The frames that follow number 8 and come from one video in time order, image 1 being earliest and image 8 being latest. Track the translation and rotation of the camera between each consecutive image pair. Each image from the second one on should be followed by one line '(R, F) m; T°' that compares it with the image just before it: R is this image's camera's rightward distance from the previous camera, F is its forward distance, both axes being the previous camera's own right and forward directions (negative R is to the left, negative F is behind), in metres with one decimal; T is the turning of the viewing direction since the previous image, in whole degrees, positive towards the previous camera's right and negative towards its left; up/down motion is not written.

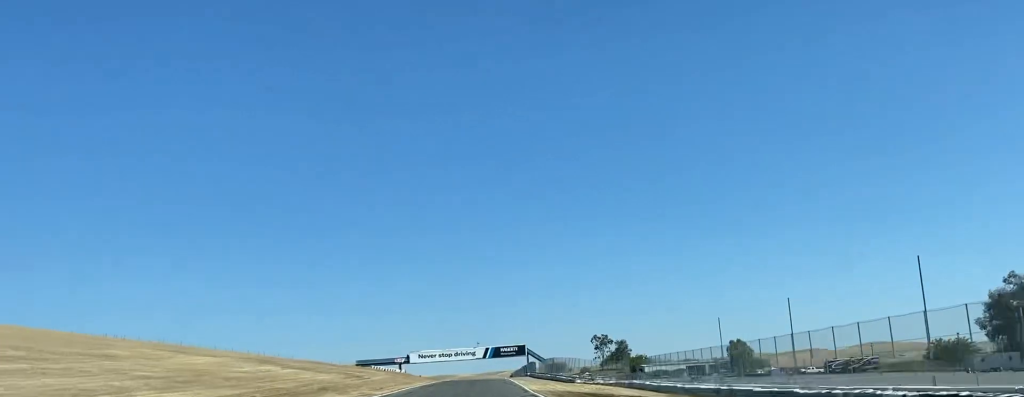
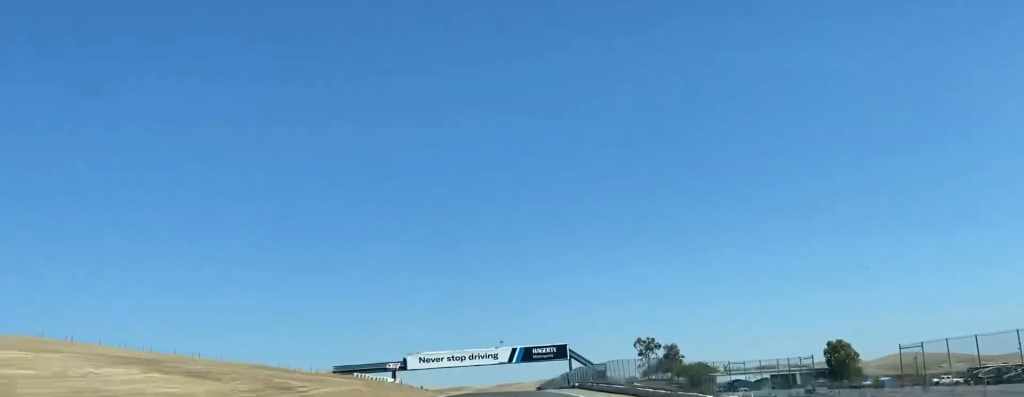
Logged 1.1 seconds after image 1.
(+0.2, +55.5) m; +1°
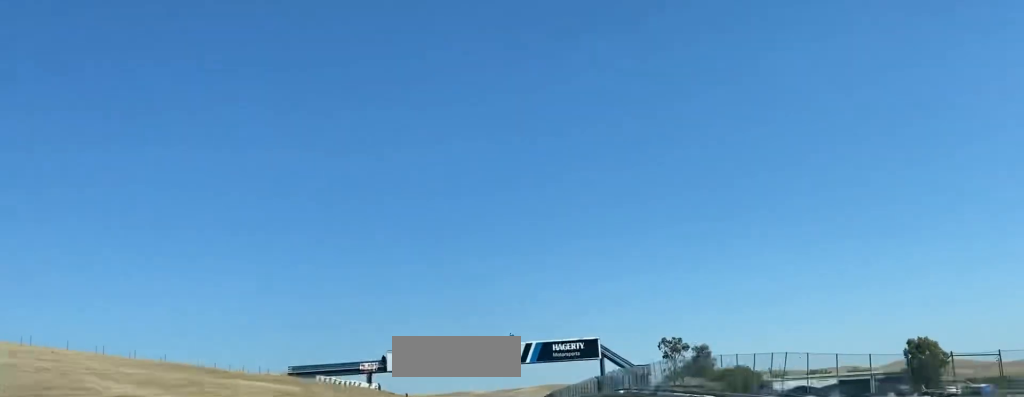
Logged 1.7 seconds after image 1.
(+0.1, +31.9) m; +1°
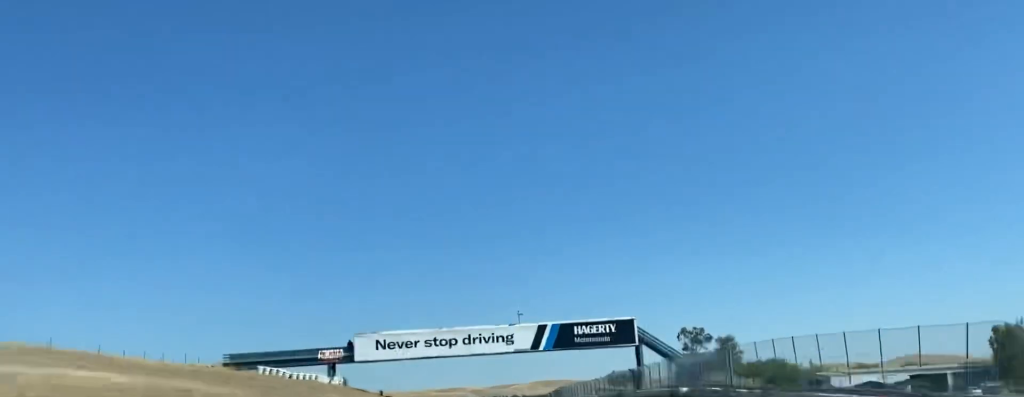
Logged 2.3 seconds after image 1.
(+0.3, +26.4) m; +1°
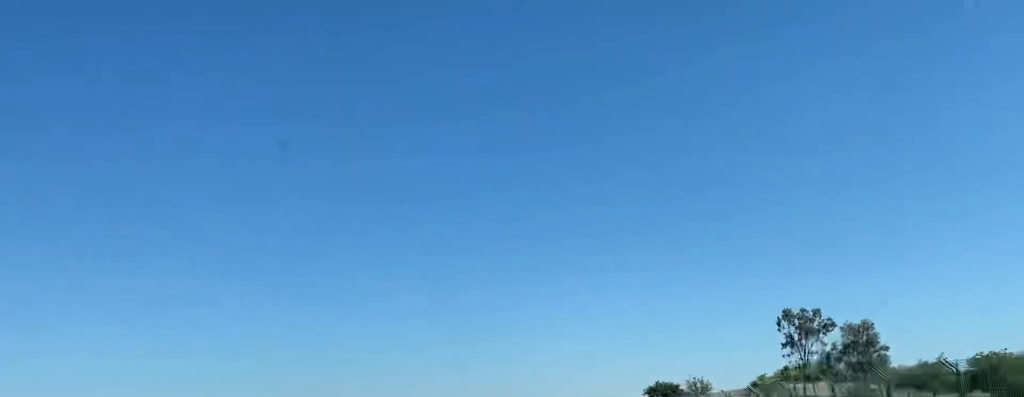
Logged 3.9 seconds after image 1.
(+0.9, +74.1) m; 0°
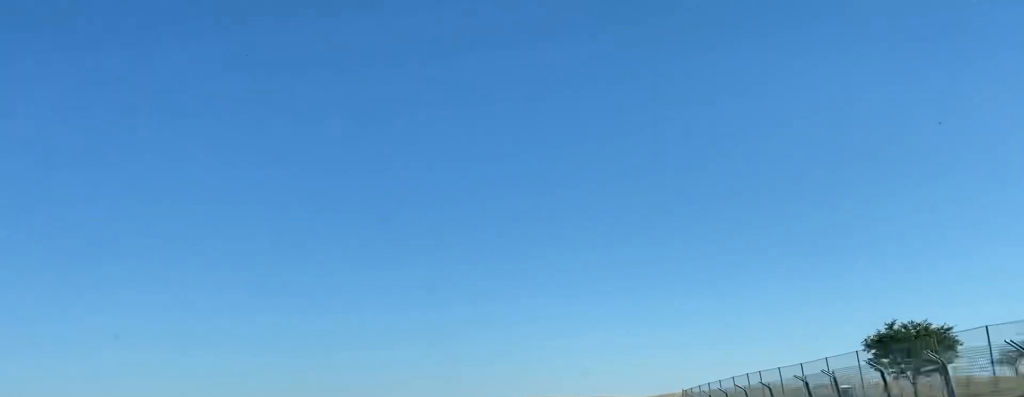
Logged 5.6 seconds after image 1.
(-1.1, +62.7) m; -1°
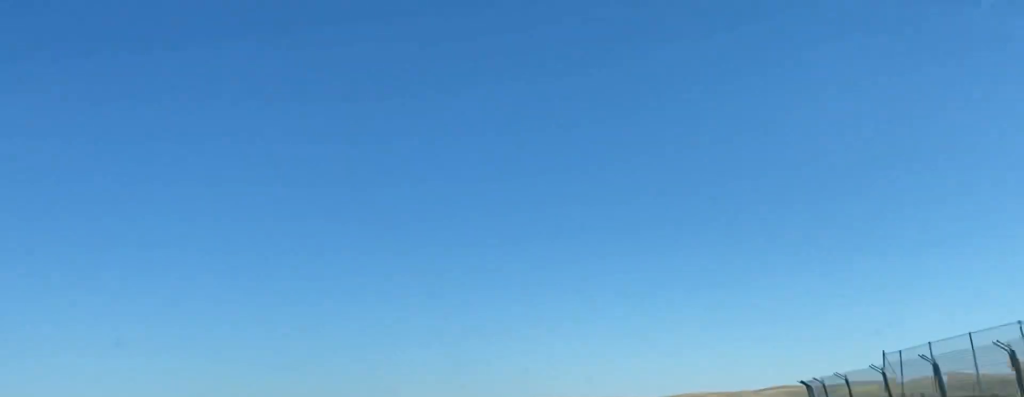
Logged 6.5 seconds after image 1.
(0.0, +25.6) m; +6°
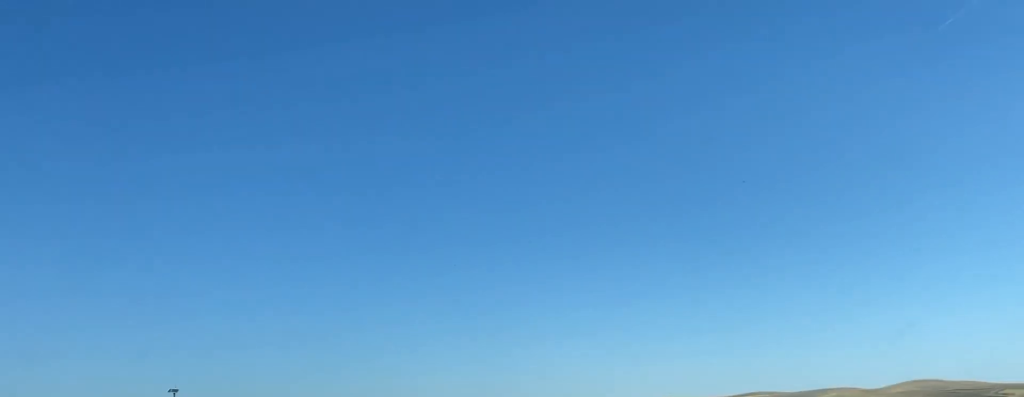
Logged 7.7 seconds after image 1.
(+4.6, +28.3) m; +24°
